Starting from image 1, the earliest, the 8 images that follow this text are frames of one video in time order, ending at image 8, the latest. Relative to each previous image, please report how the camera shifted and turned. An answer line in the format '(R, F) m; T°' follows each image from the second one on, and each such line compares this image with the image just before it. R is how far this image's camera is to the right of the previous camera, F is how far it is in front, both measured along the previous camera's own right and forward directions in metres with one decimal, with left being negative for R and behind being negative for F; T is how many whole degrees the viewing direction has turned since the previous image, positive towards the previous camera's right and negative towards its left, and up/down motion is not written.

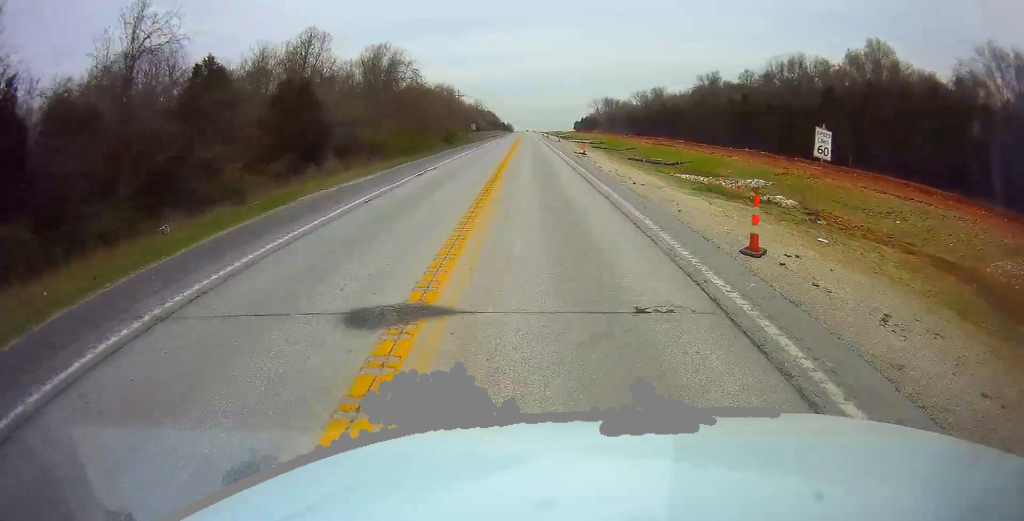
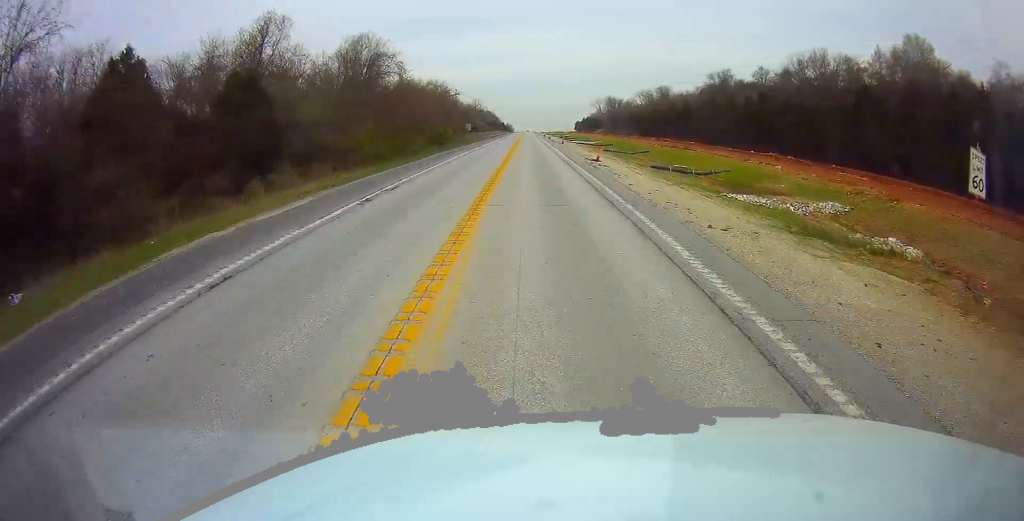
(-0.1, +9.7) m; 0°
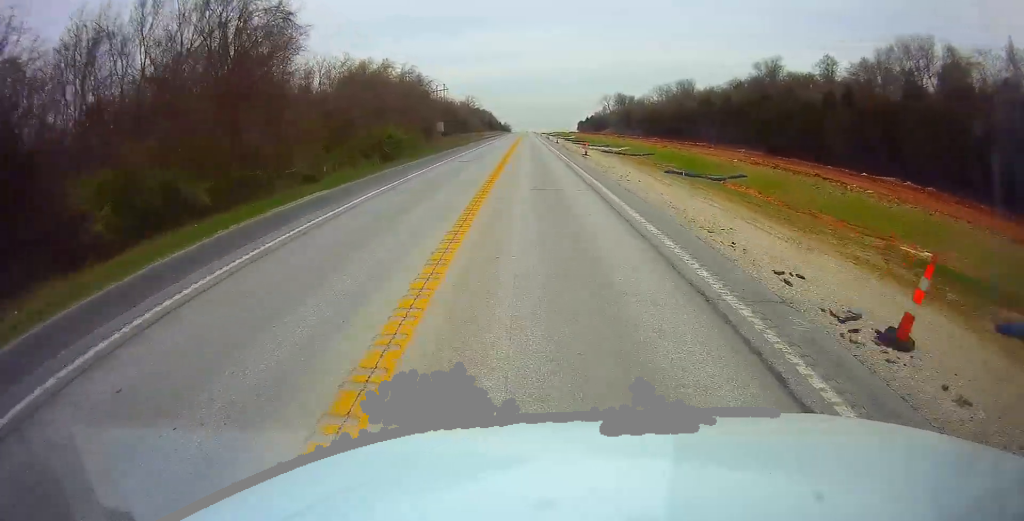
(-0.3, +33.4) m; -1°
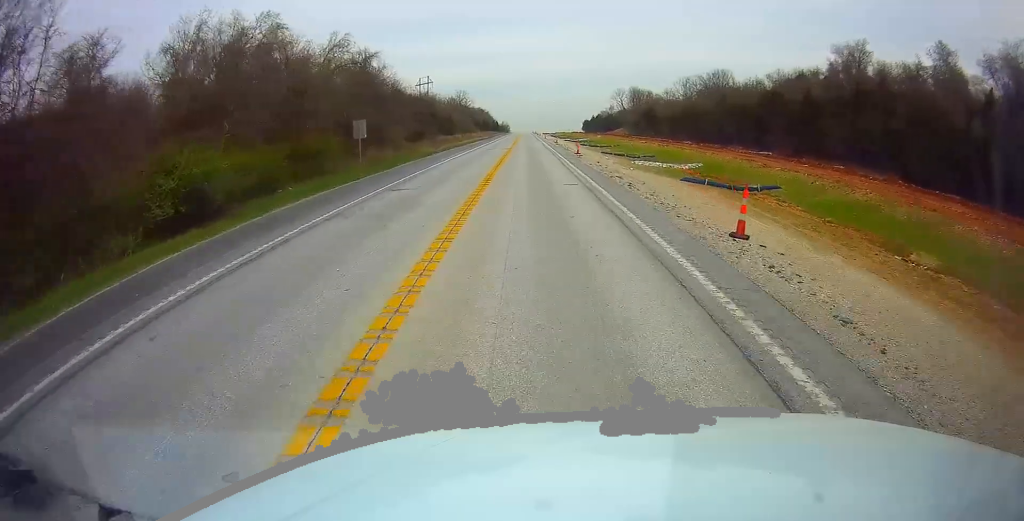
(-0.1, +35.2) m; +1°
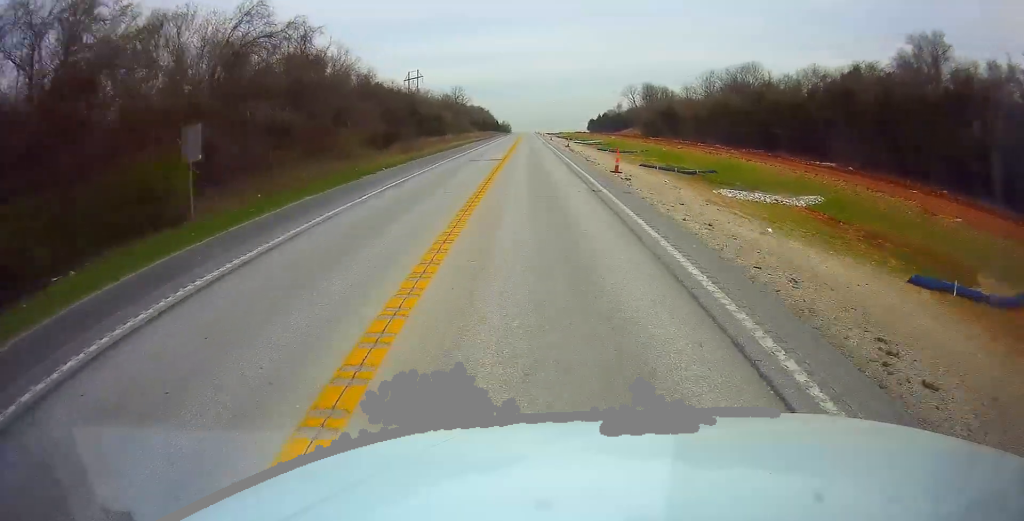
(+0.3, +20.5) m; +1°
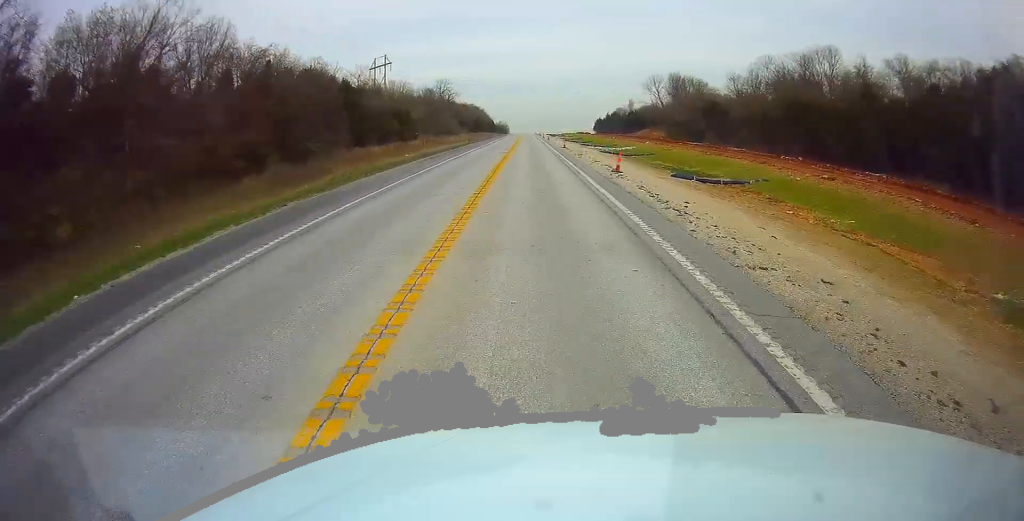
(+0.2, +36.9) m; -1°
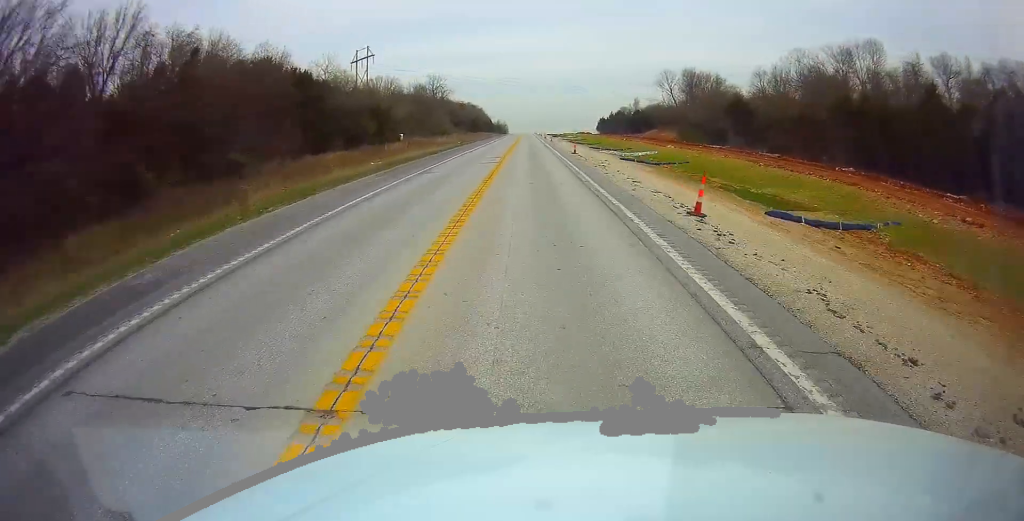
(-0.2, +13.9) m; 0°
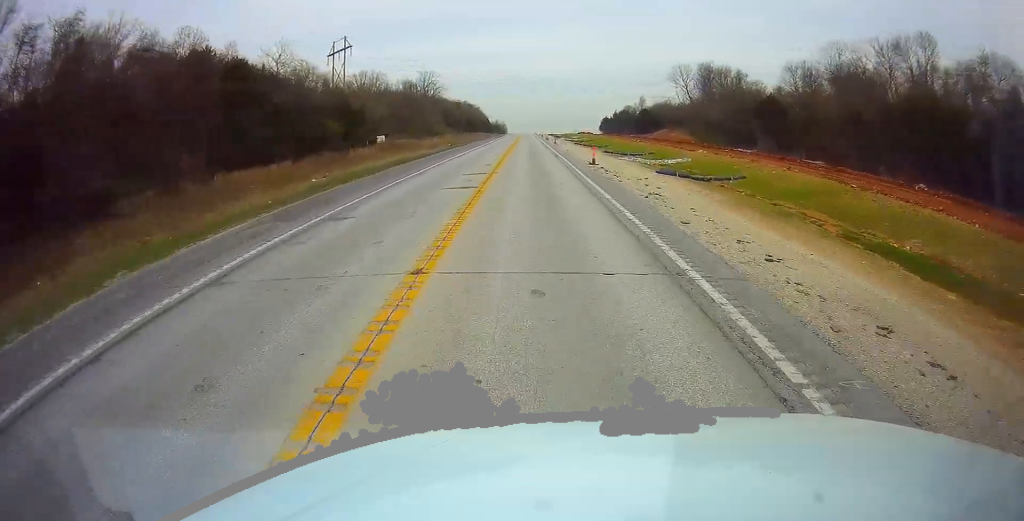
(-0.2, +13.9) m; 0°
